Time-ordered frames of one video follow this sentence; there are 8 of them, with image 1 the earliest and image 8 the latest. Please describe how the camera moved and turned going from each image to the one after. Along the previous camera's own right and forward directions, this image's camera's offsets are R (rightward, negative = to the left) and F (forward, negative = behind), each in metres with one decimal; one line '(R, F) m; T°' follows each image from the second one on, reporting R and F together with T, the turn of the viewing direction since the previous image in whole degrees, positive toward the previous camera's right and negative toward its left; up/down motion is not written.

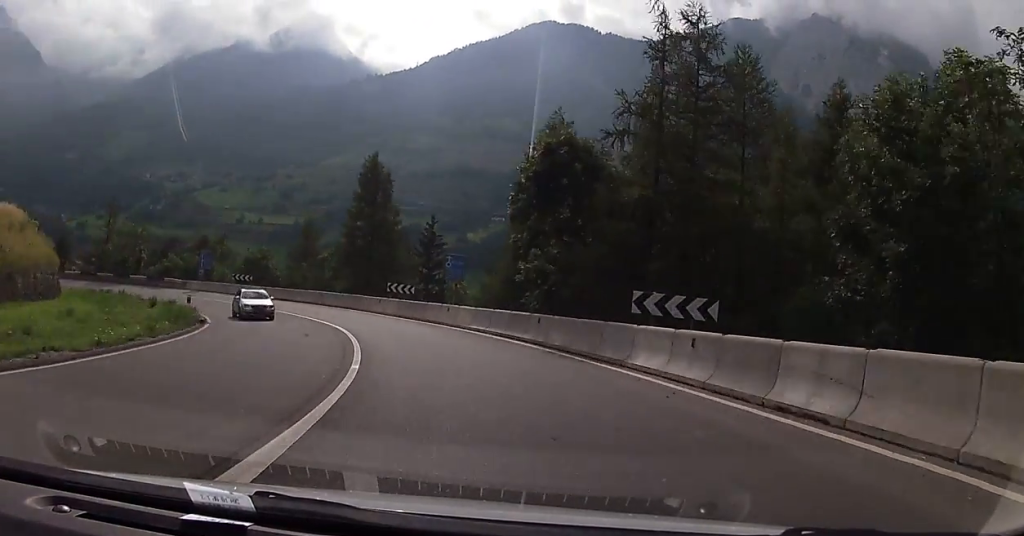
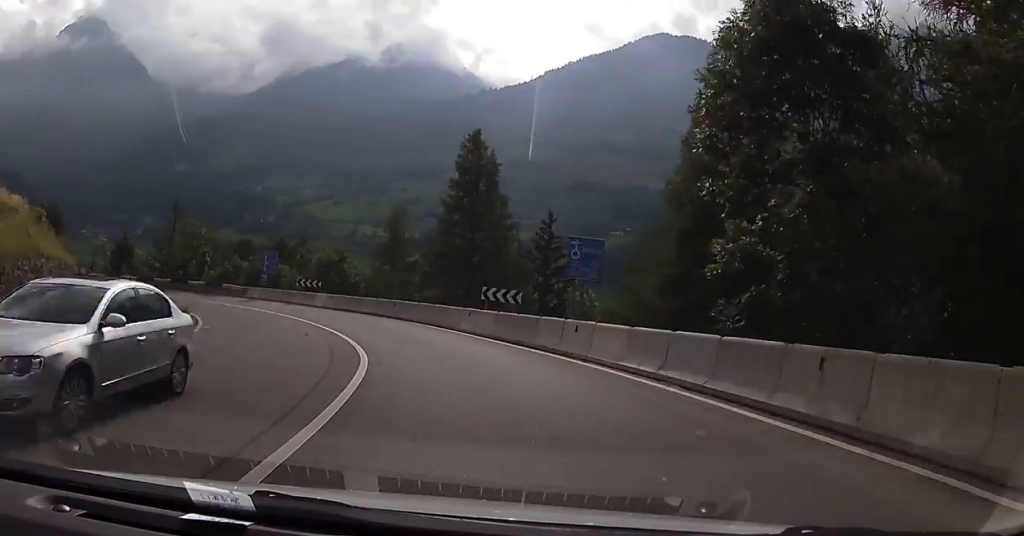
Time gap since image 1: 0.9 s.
(-1.5, +13.8) m; -10°
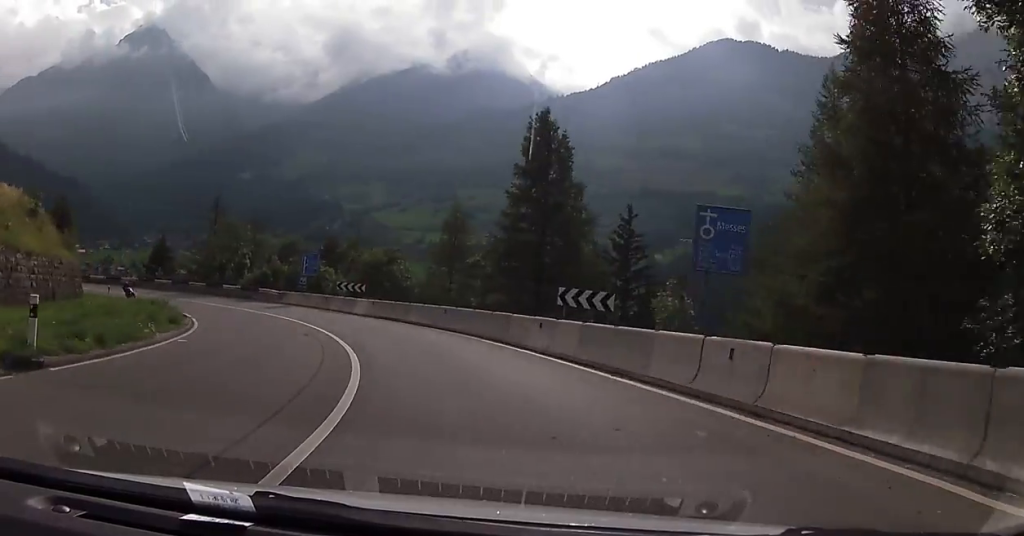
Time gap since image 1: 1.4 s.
(-0.3, +8.2) m; -5°
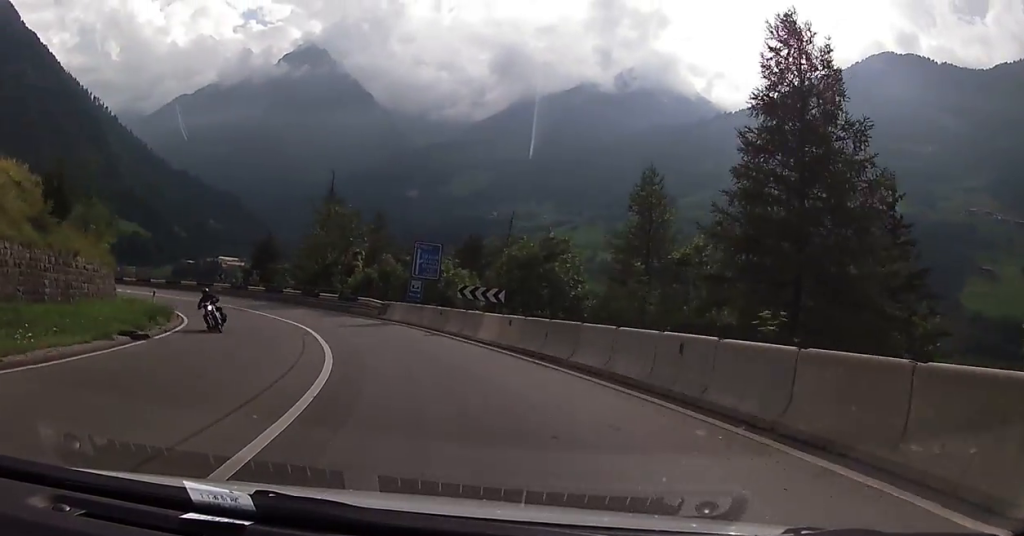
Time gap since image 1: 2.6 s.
(-2.4, +20.8) m; -16°
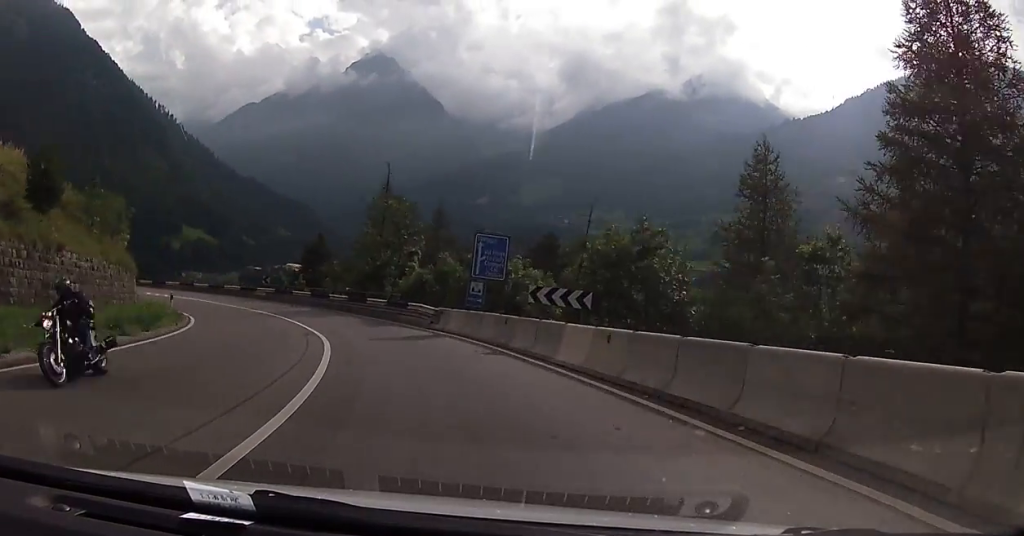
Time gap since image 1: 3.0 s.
(-0.2, +7.2) m; -8°
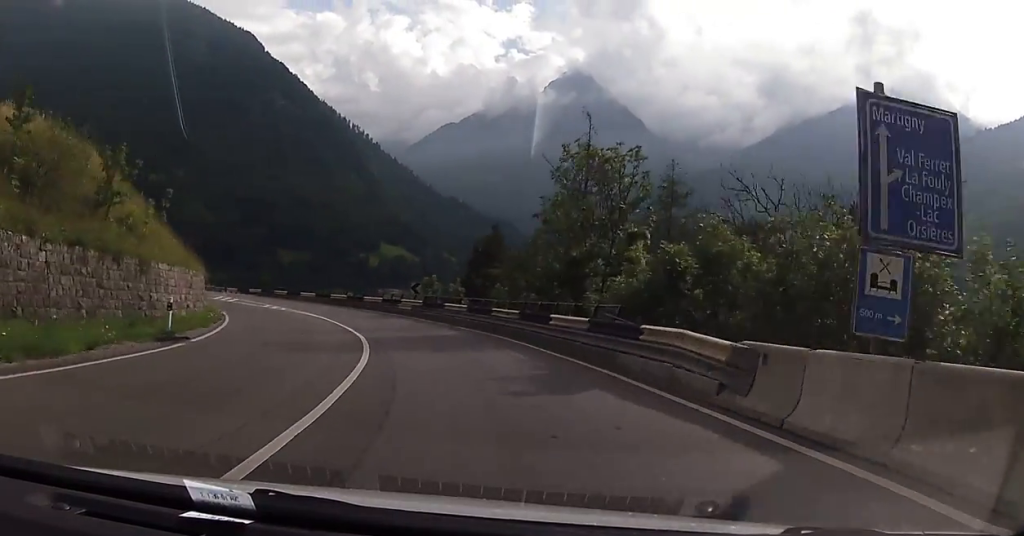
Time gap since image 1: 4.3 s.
(-3.6, +19.2) m; -17°
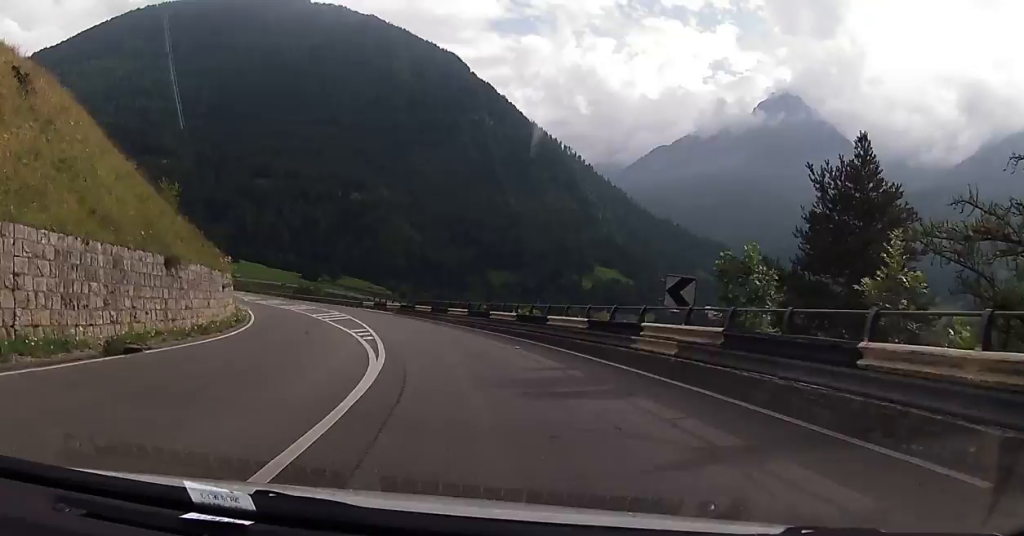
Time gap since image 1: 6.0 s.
(-3.2, +27.8) m; -16°
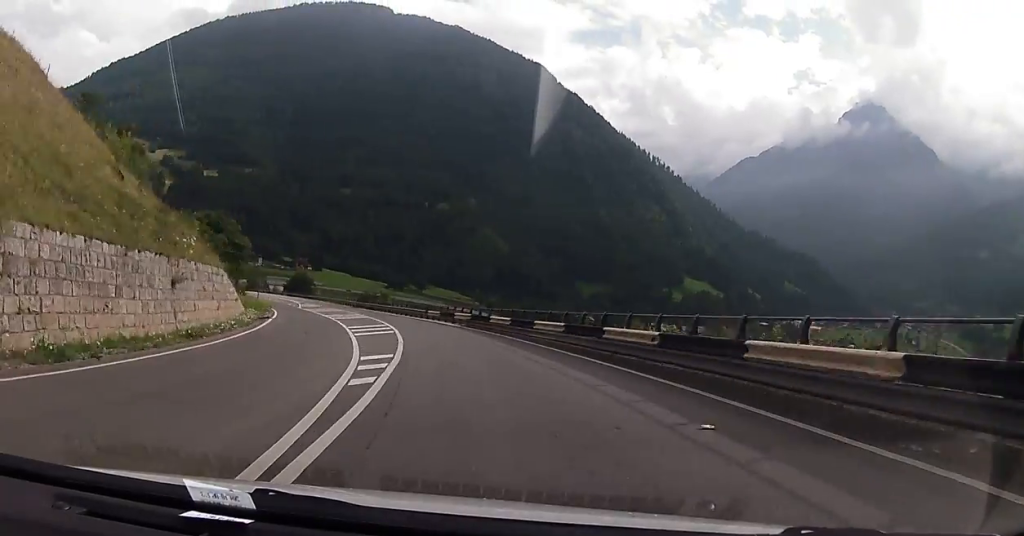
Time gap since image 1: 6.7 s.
(-0.9, +11.4) m; -7°
